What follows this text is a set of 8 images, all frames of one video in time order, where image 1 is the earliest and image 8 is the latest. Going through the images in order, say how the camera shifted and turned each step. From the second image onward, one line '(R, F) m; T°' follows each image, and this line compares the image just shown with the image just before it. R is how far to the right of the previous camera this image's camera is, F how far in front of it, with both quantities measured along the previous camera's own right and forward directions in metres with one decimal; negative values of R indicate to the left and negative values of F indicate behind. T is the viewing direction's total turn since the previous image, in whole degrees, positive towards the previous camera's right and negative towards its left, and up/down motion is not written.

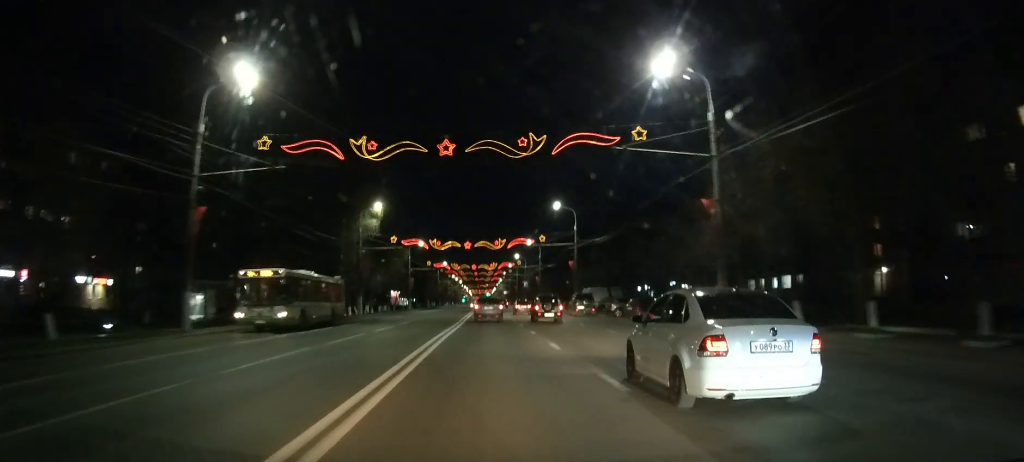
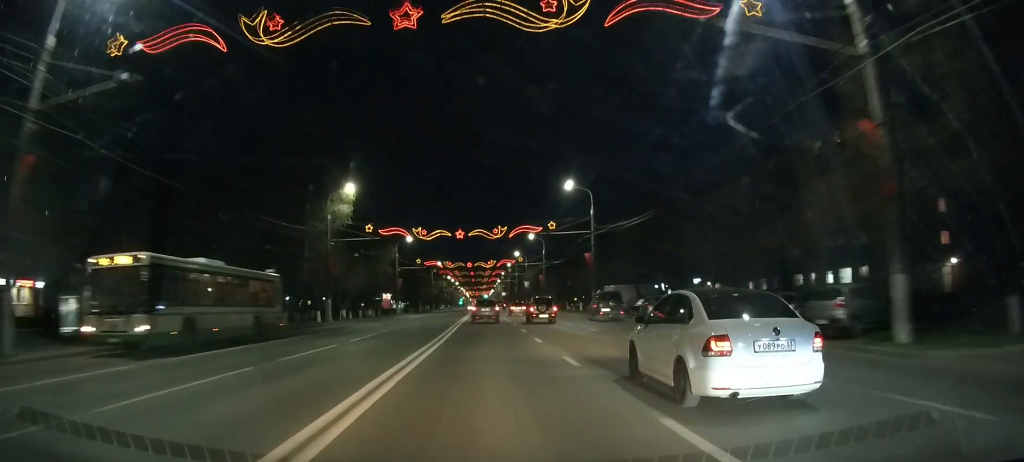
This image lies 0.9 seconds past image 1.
(0.0, +11.8) m; 0°
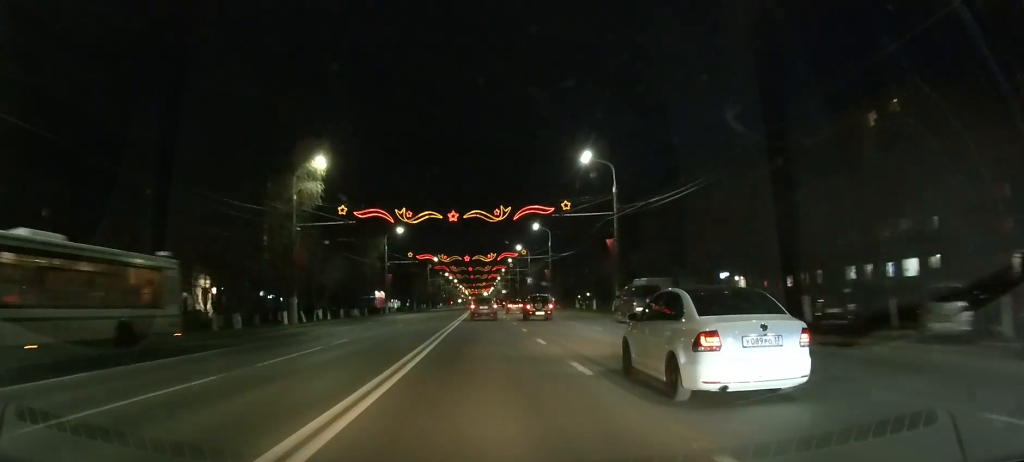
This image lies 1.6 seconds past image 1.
(0.0, +9.5) m; 0°
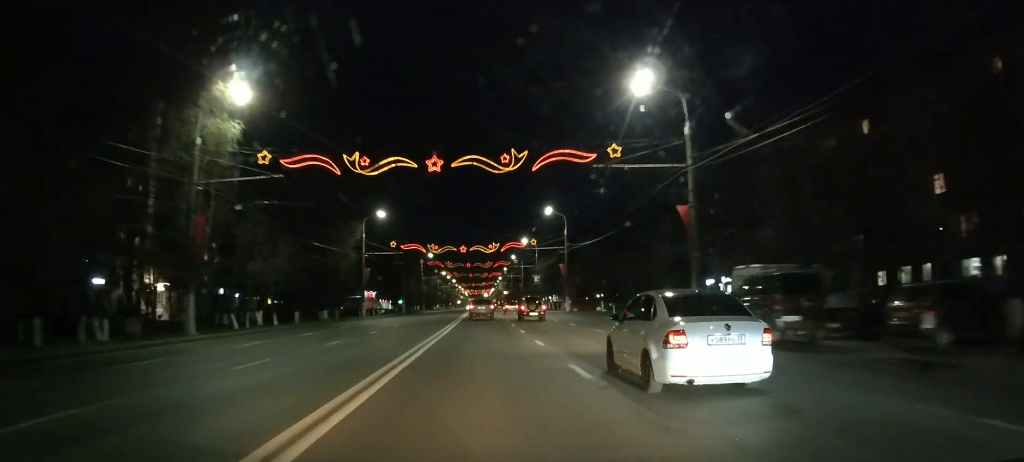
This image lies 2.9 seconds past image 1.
(0.0, +15.8) m; 0°
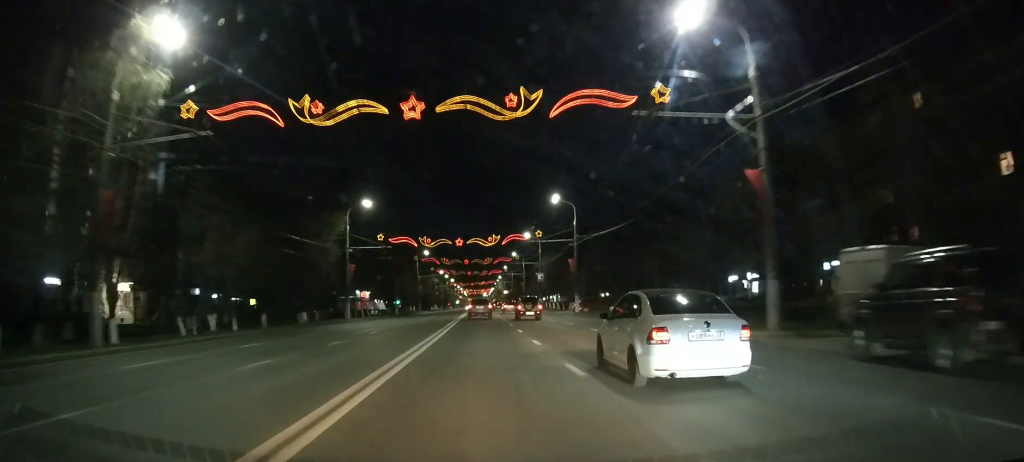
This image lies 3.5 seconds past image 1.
(0.0, +7.7) m; 0°
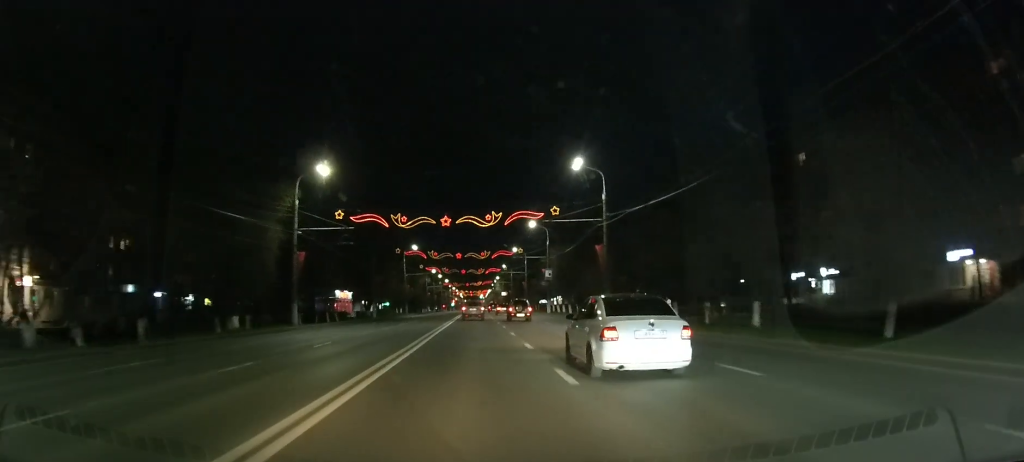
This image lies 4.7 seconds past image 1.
(0.0, +16.6) m; 0°
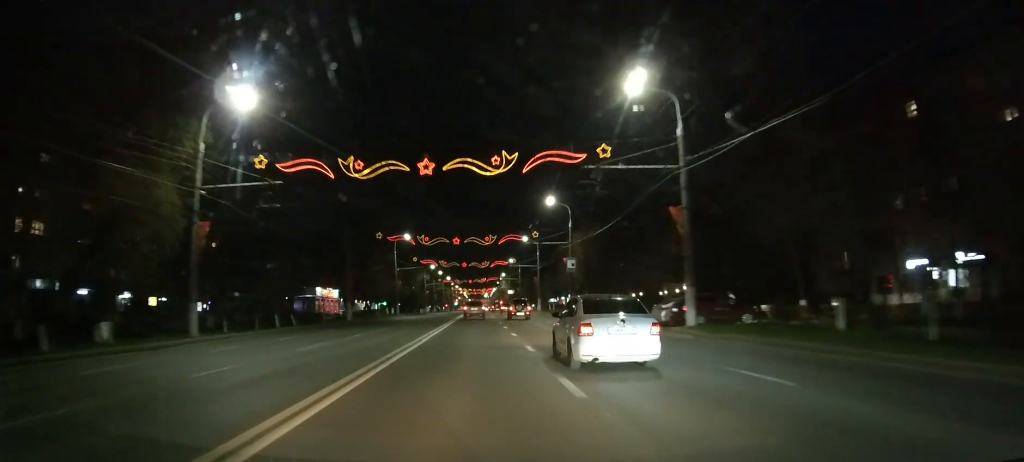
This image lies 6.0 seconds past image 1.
(-0.1, +17.3) m; 0°
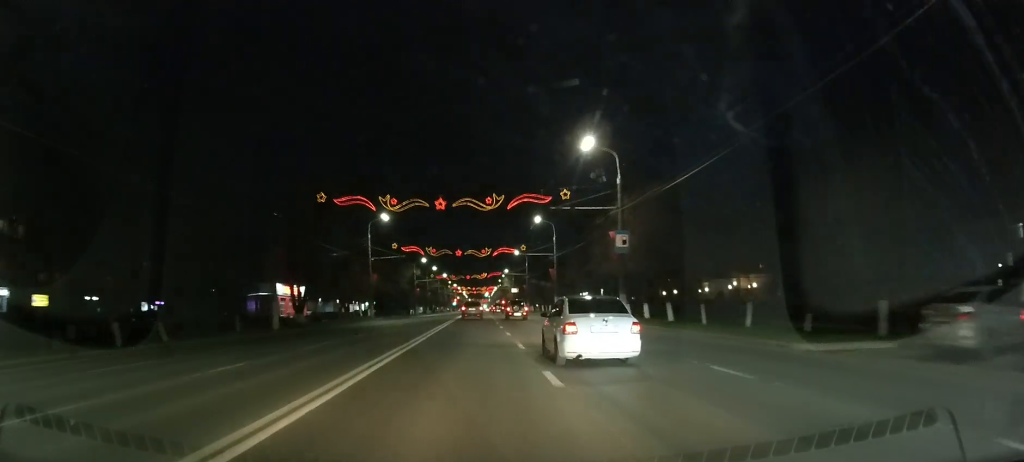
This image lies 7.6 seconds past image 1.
(+0.1, +22.4) m; 0°
